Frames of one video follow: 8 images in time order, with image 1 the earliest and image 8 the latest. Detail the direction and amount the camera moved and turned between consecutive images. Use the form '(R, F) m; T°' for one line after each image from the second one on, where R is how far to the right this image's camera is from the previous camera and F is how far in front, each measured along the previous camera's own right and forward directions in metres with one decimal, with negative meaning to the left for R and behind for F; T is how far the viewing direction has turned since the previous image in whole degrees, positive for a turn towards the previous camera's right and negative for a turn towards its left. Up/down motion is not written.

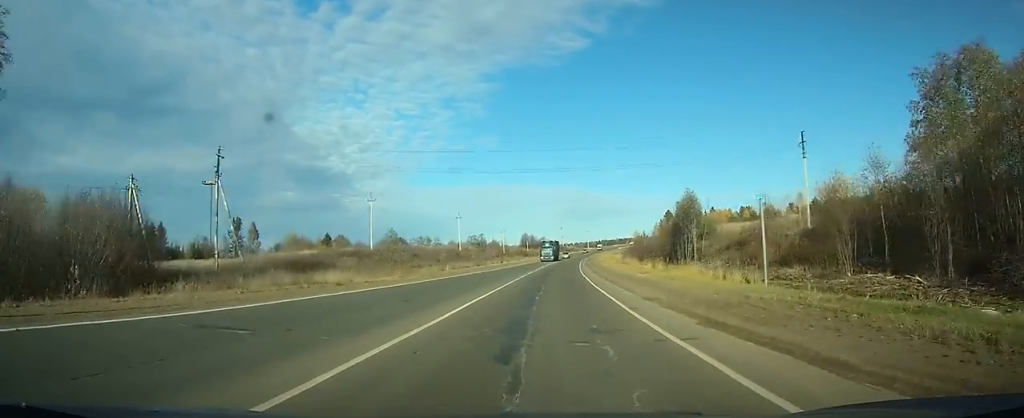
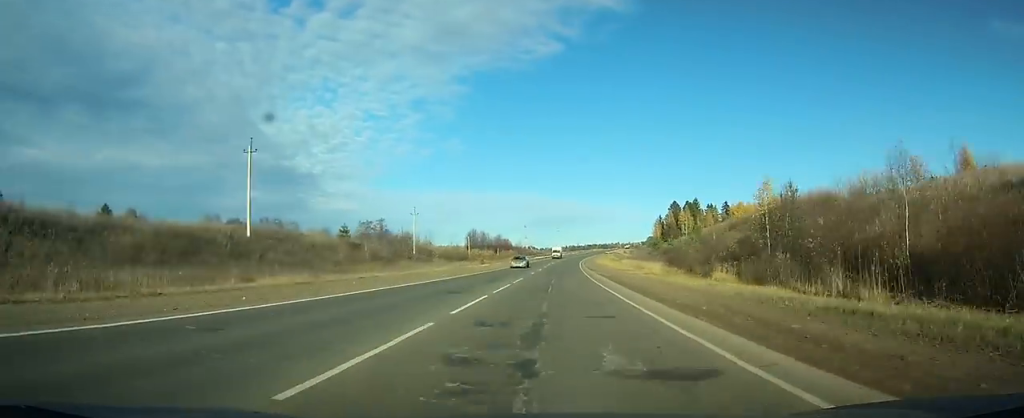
(+2.9, +95.2) m; +4°
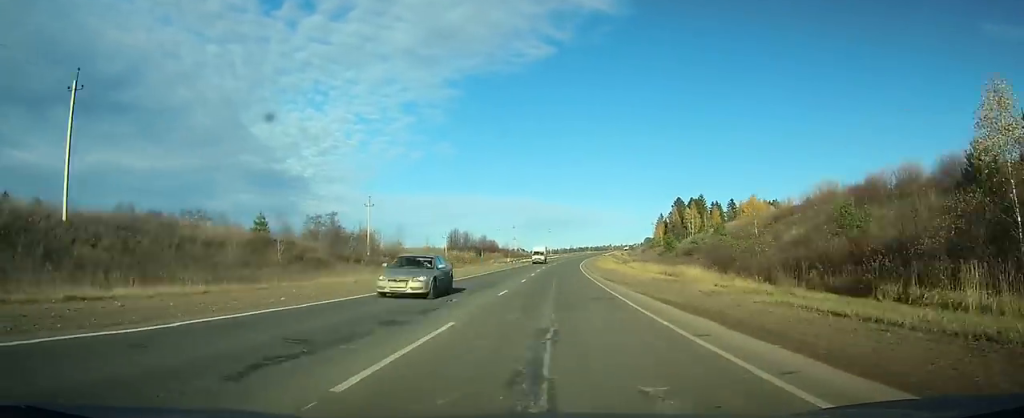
(0.0, +23.7) m; +1°
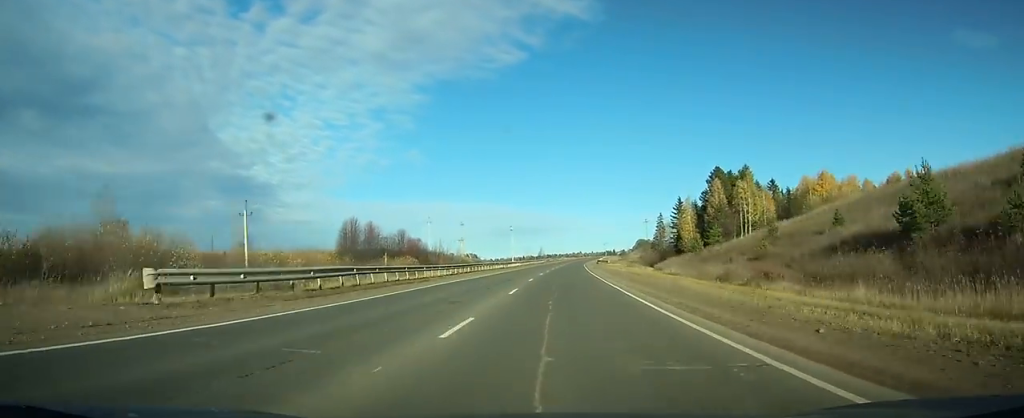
(+2.3, +83.4) m; +3°
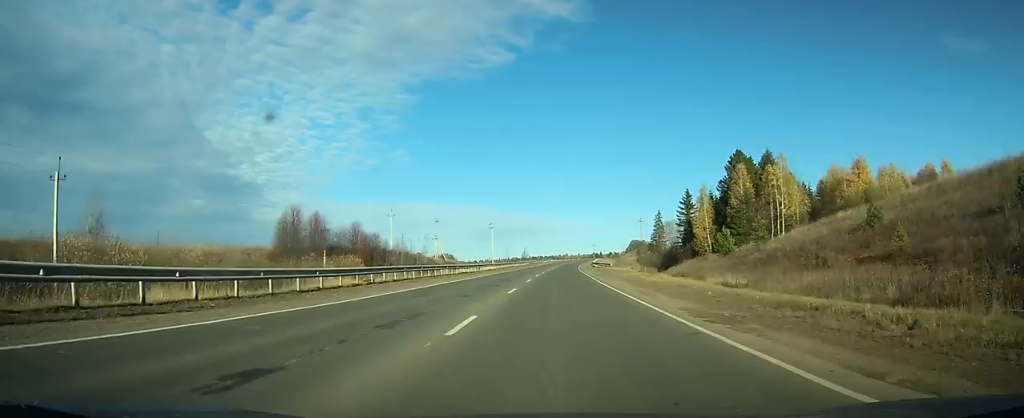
(-0.1, +23.6) m; +1°
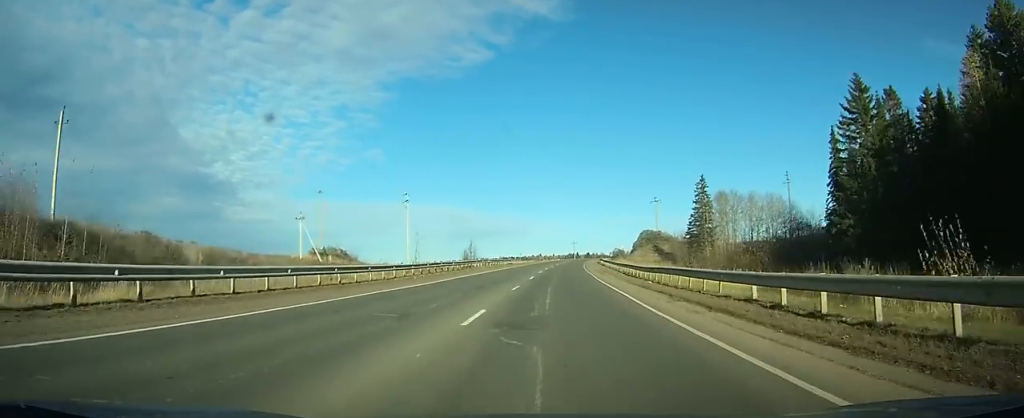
(+2.9, +85.7) m; +3°
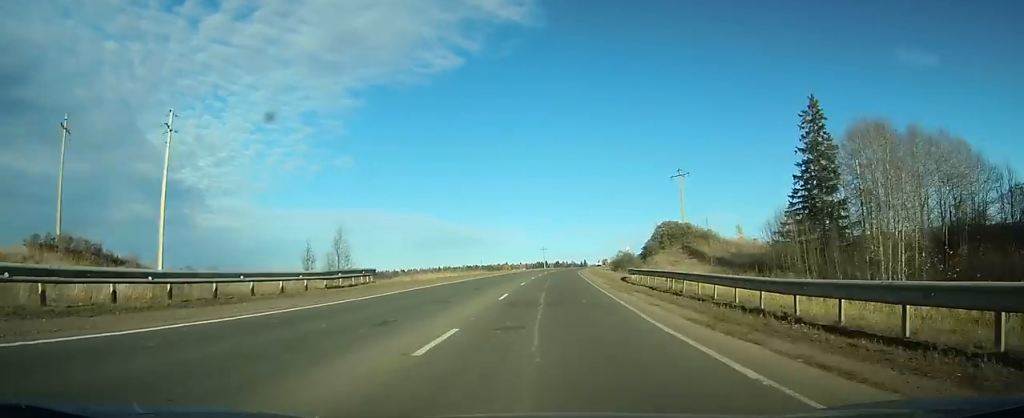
(+1.2, +62.4) m; +2°
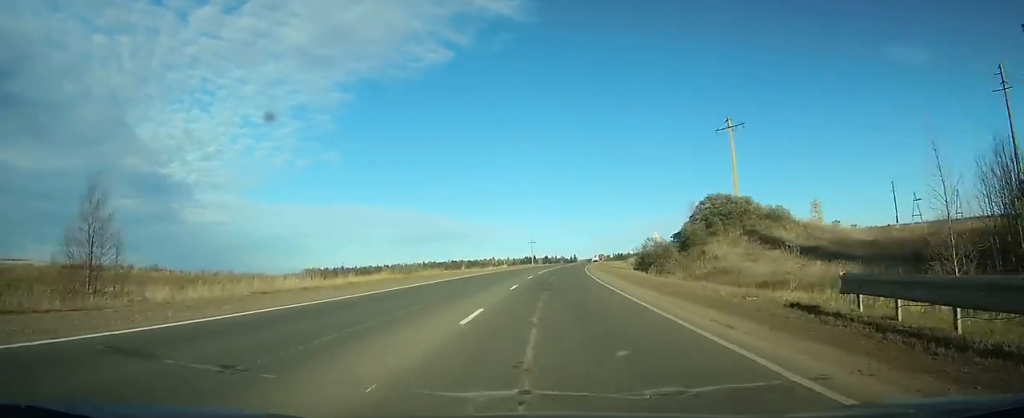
(+0.4, +33.1) m; +1°
